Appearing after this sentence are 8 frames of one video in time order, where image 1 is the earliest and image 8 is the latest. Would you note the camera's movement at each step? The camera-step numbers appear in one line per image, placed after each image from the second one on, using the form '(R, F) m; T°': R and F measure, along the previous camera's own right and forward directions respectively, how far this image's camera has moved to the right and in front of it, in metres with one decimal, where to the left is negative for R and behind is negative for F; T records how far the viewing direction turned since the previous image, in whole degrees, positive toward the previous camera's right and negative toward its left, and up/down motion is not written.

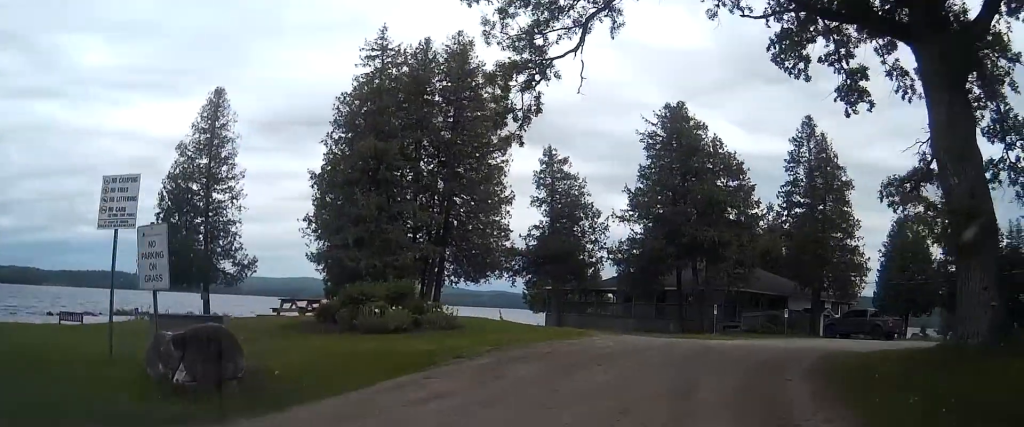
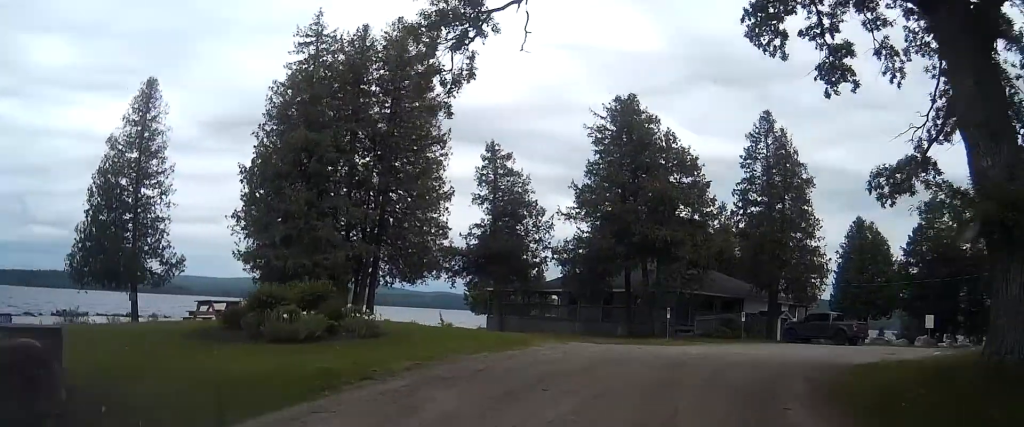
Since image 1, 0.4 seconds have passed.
(+0.1, +2.5) m; +5°
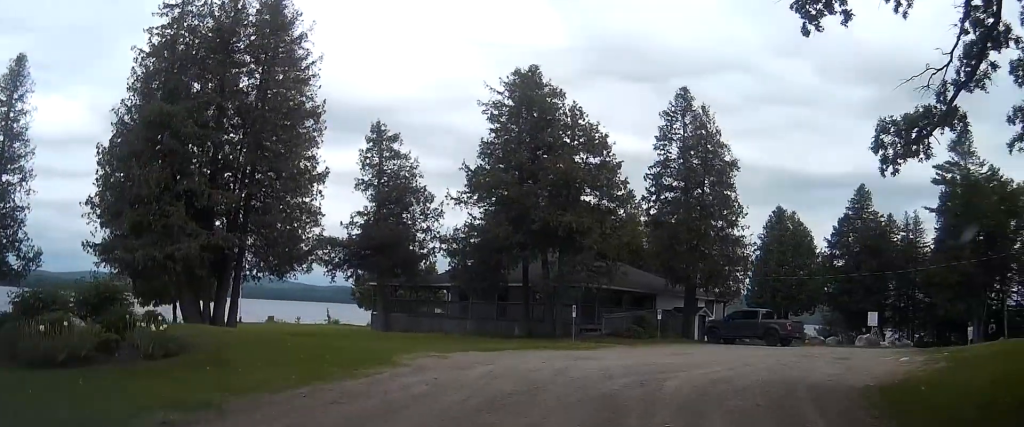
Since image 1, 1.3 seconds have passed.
(+0.5, +5.0) m; +11°
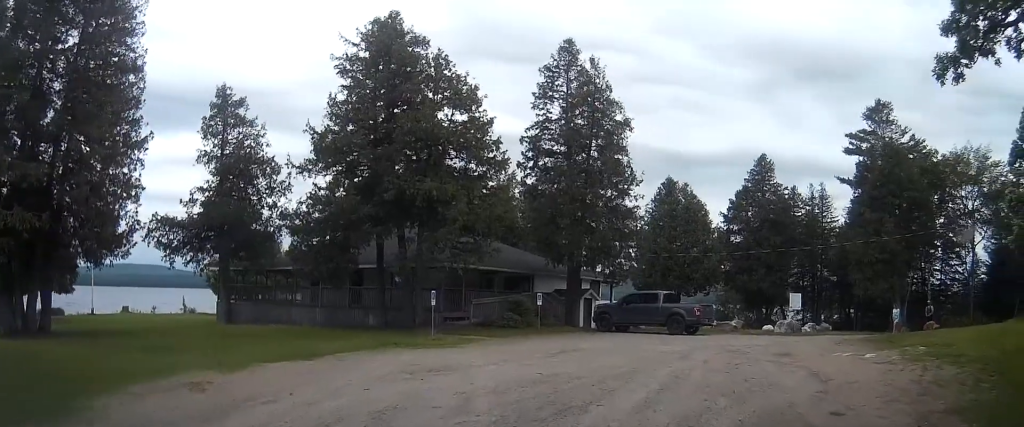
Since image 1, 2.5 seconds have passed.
(+0.8, +6.0) m; +16°
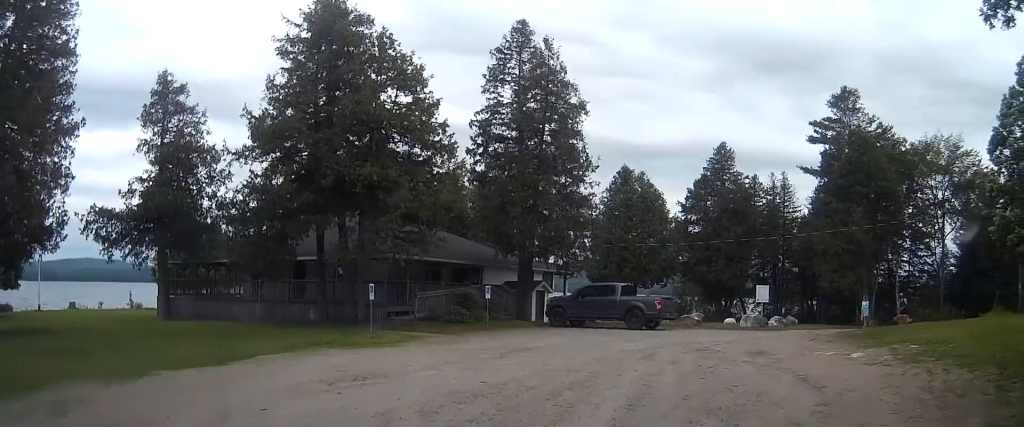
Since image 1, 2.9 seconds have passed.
(+0.1, +2.1) m; +6°
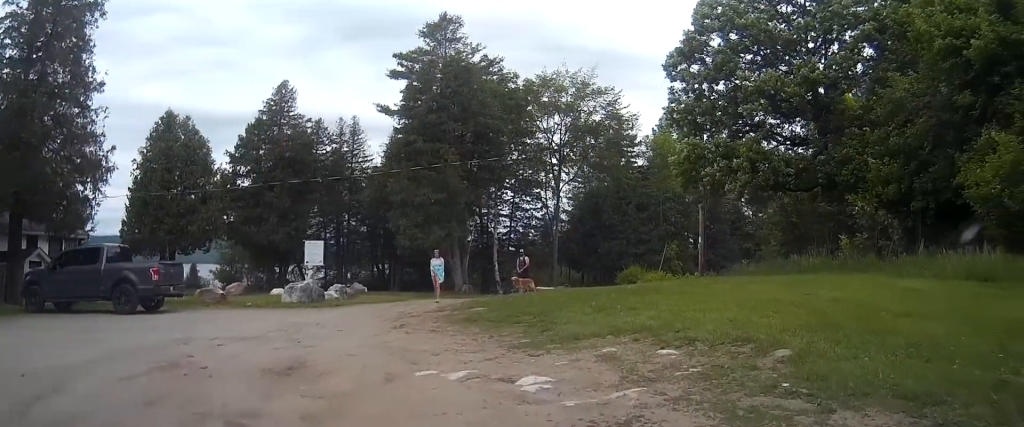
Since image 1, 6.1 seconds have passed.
(+4.0, +11.1) m; +35°
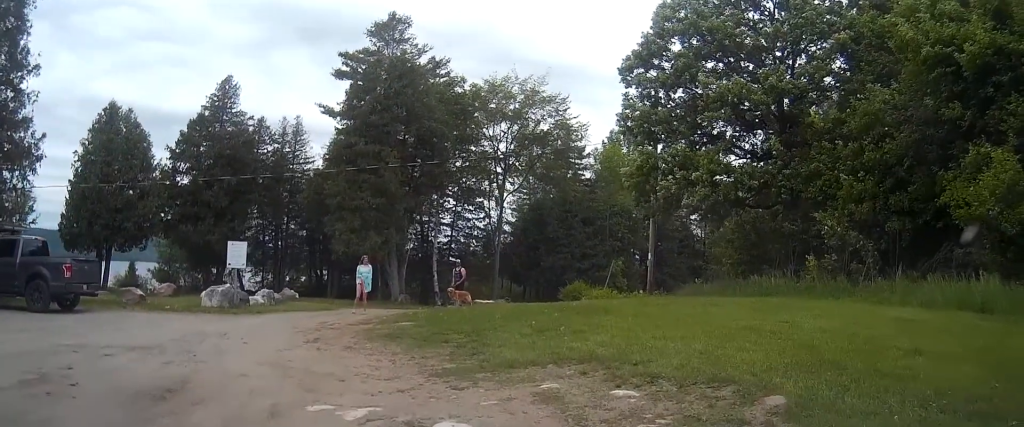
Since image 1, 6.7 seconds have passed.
(+0.1, +2.0) m; +1°
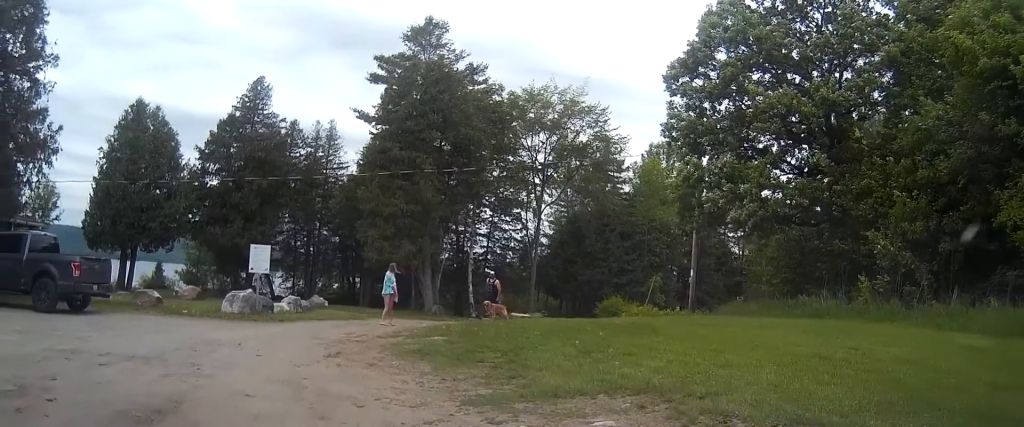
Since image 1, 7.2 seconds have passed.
(0.0, +1.3) m; -8°
